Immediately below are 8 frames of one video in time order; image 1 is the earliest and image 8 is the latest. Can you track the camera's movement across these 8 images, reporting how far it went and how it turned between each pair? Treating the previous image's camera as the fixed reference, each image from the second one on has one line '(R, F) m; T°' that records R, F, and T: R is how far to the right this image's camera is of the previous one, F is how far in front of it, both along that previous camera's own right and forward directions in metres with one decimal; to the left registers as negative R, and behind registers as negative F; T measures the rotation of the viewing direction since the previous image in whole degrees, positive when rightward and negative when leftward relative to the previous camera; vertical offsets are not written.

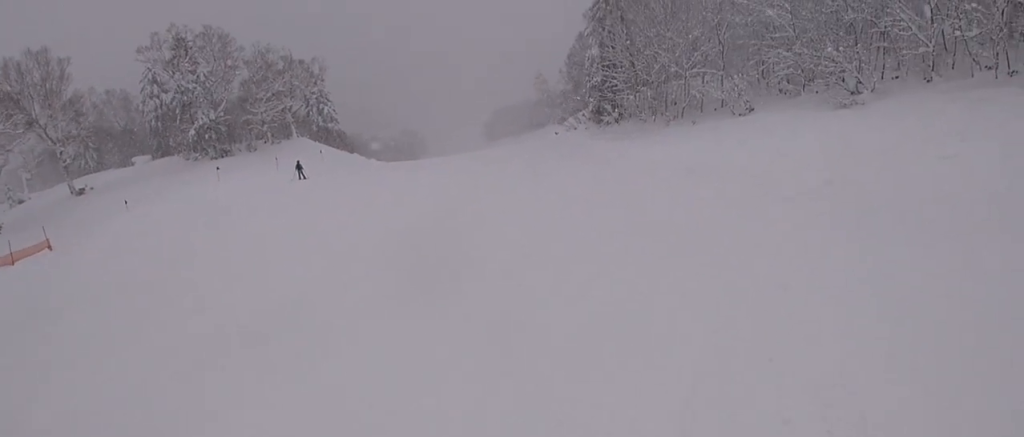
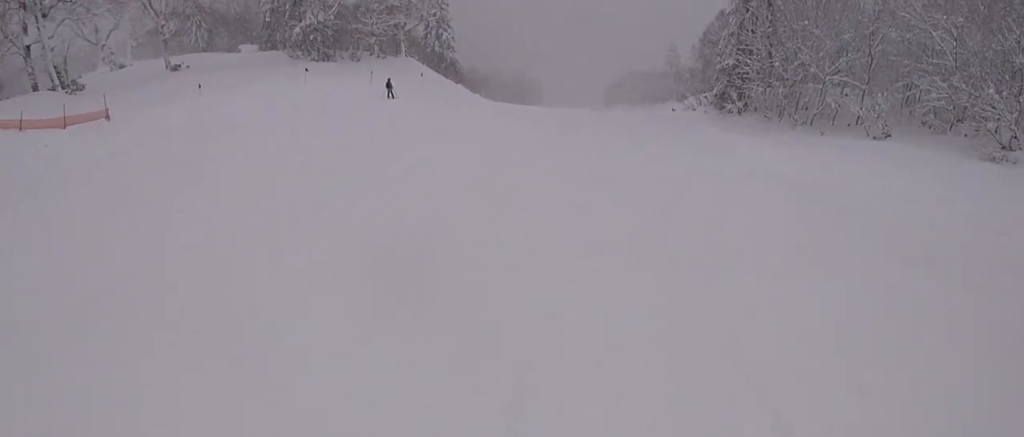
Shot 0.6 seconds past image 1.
(+0.6, +3.3) m; -4°
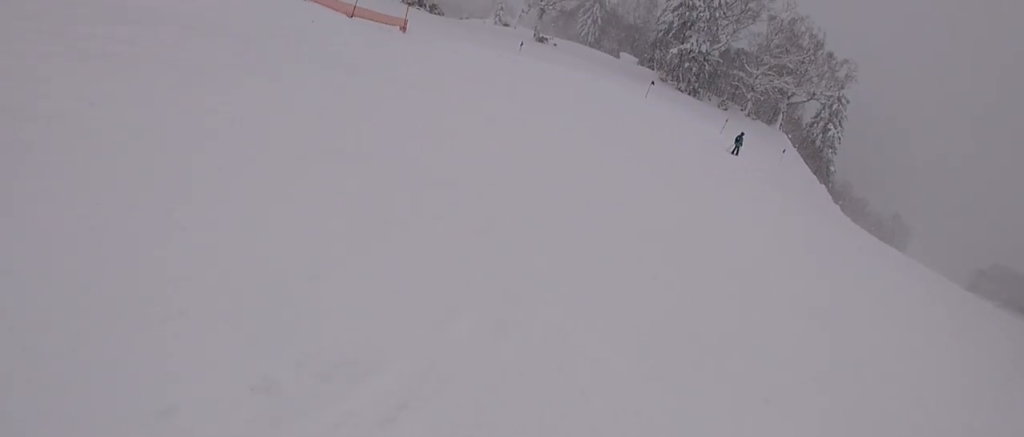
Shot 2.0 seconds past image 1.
(-2.3, +7.8) m; -30°
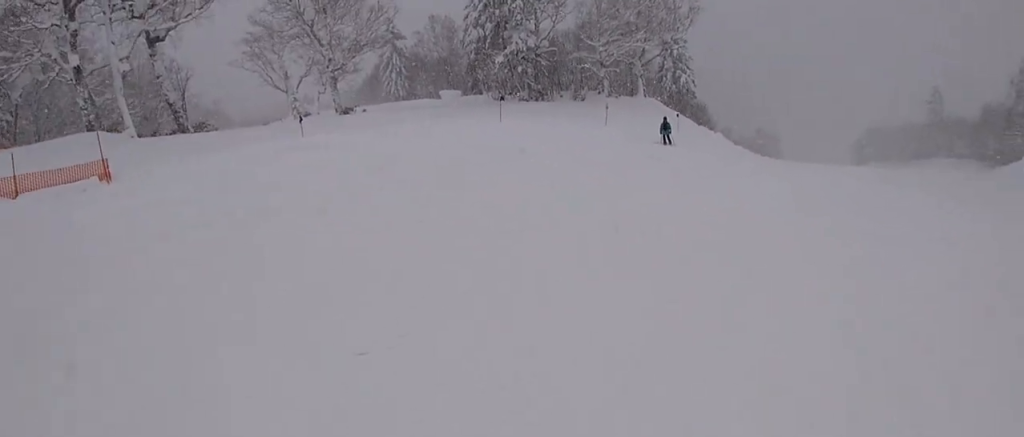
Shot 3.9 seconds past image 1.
(-1.9, +10.8) m; +6°
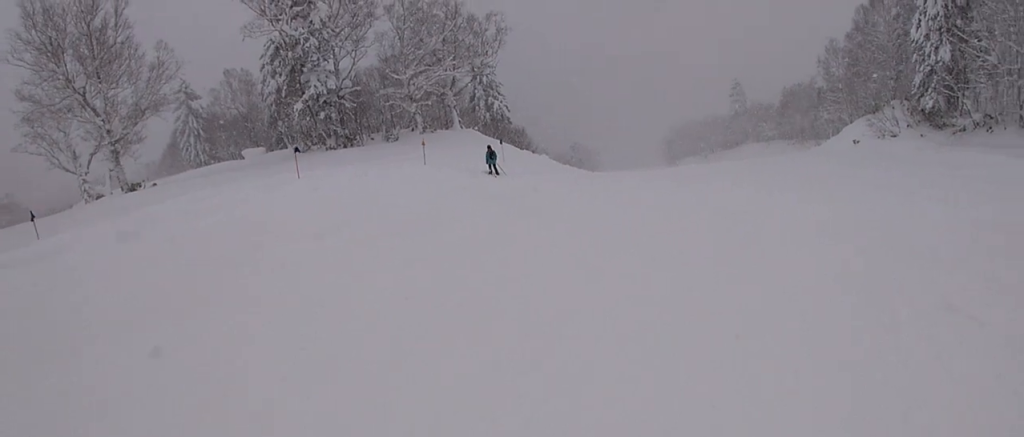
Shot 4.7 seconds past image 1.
(+1.1, +4.2) m; +28°
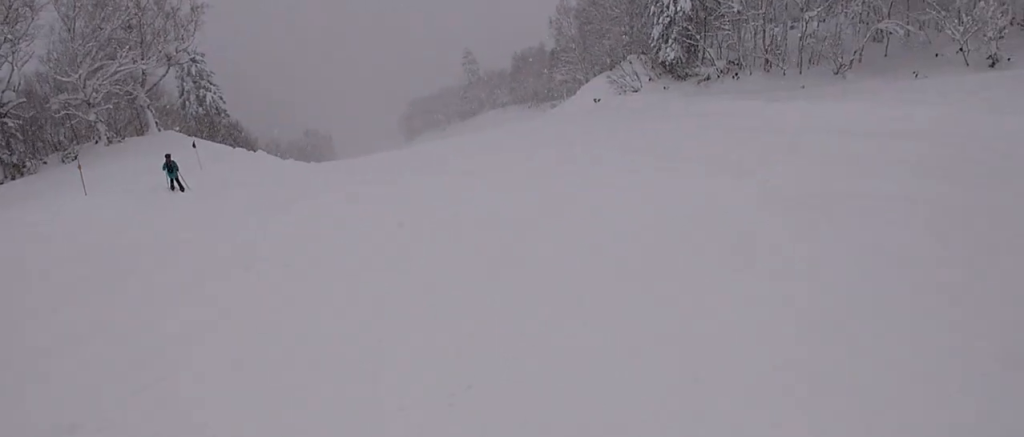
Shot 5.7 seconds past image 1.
(+1.4, +5.0) m; +17°
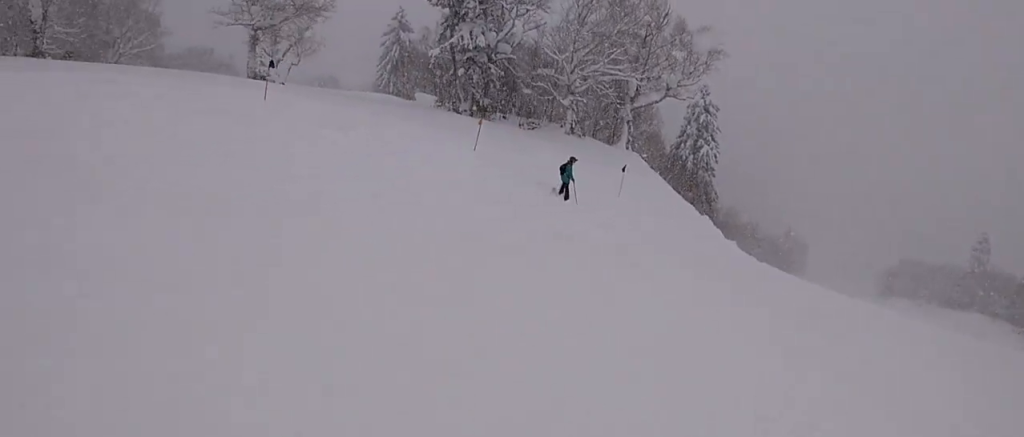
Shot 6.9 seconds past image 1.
(-0.2, +5.2) m; -16°
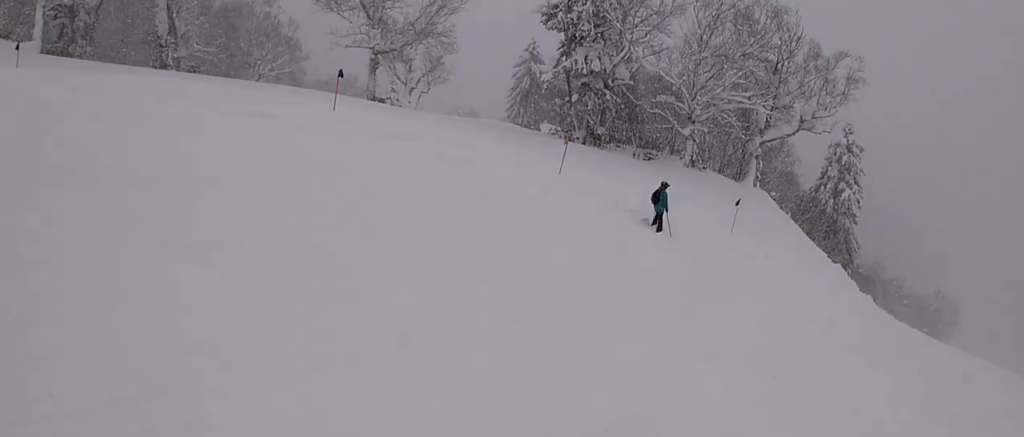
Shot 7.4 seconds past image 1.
(-0.6, +2.2) m; -12°
